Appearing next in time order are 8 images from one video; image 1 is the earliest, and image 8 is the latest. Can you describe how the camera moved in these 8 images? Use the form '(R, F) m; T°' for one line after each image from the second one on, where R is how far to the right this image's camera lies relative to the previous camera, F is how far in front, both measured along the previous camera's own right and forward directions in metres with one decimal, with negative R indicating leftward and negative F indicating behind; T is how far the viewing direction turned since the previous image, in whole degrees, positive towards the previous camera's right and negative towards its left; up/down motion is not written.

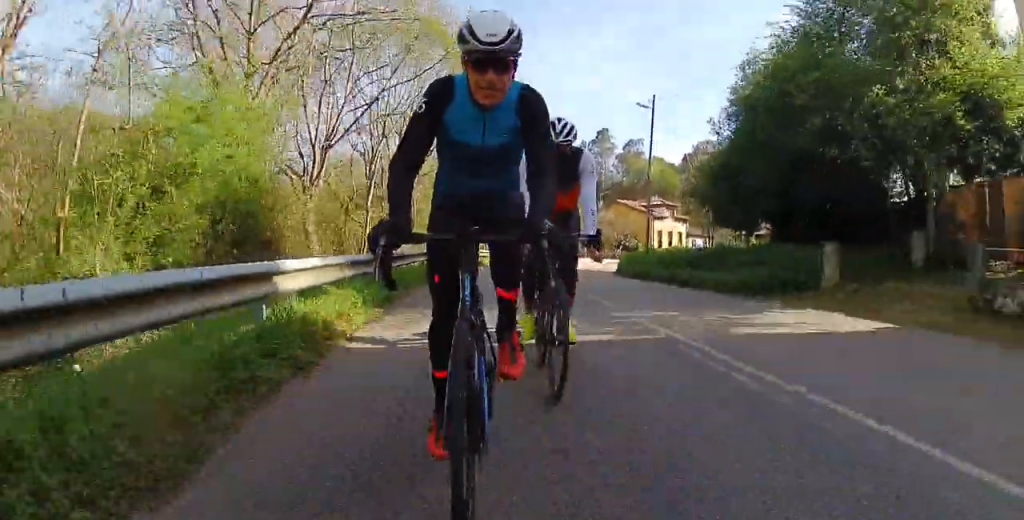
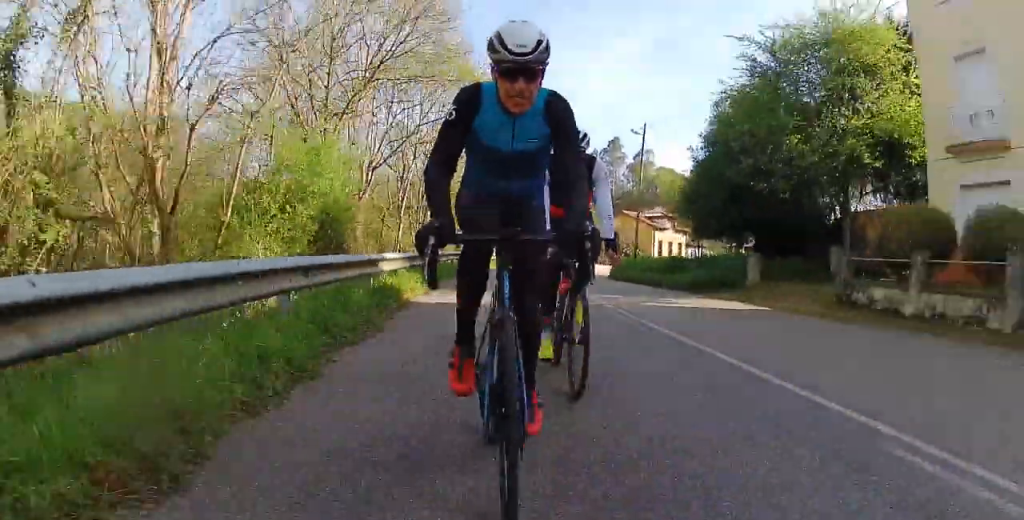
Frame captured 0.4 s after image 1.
(-0.3, +4.5) m; -4°
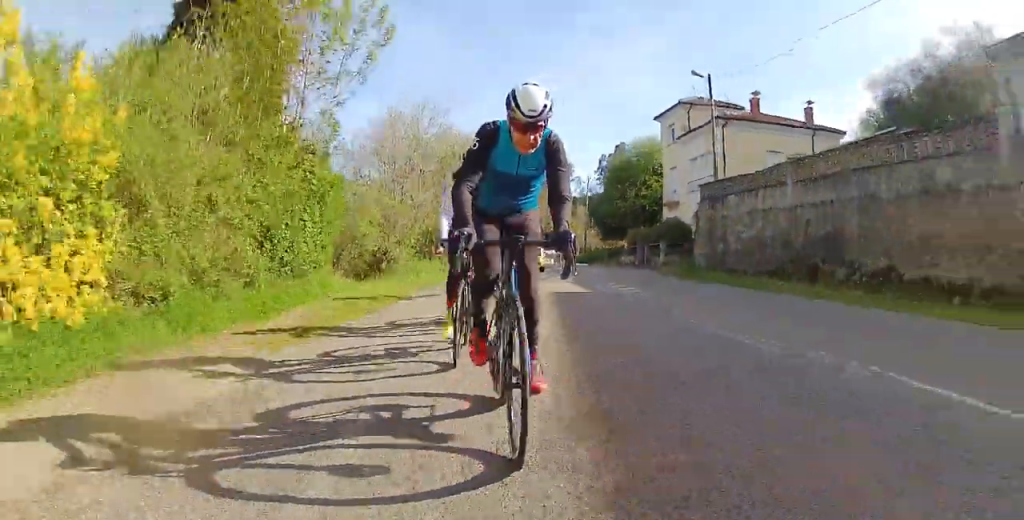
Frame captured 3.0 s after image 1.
(-0.3, +27.2) m; -3°
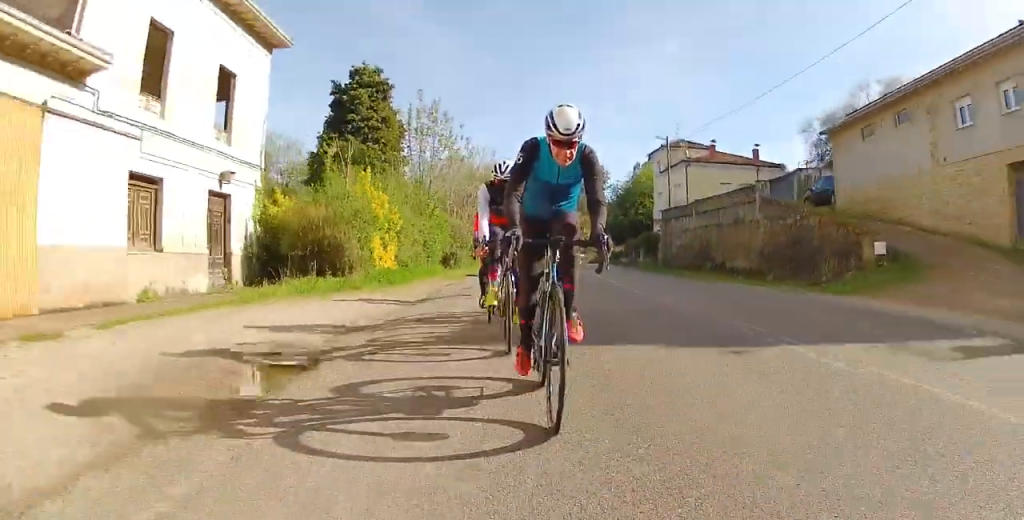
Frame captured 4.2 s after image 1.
(-0.4, +13.5) m; -3°
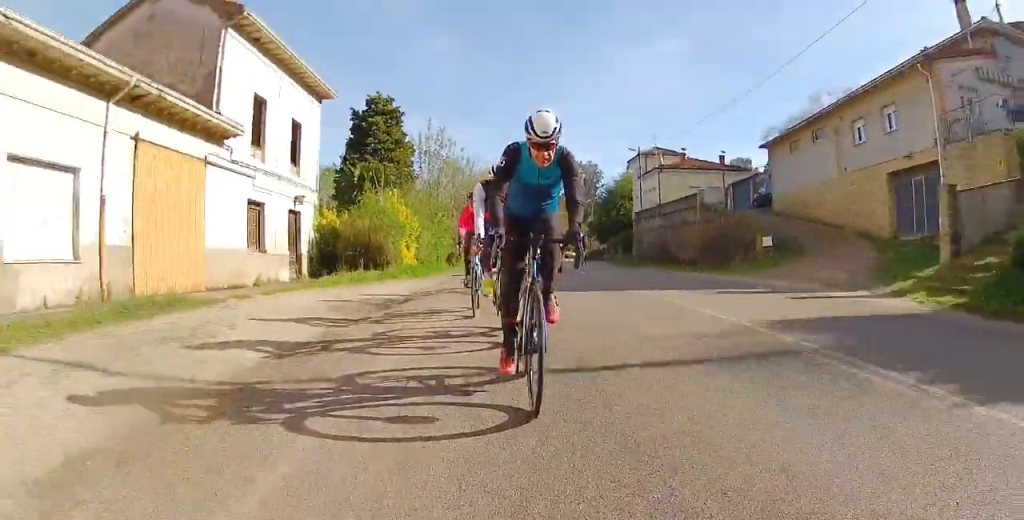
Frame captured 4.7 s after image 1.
(0.0, +6.0) m; -1°
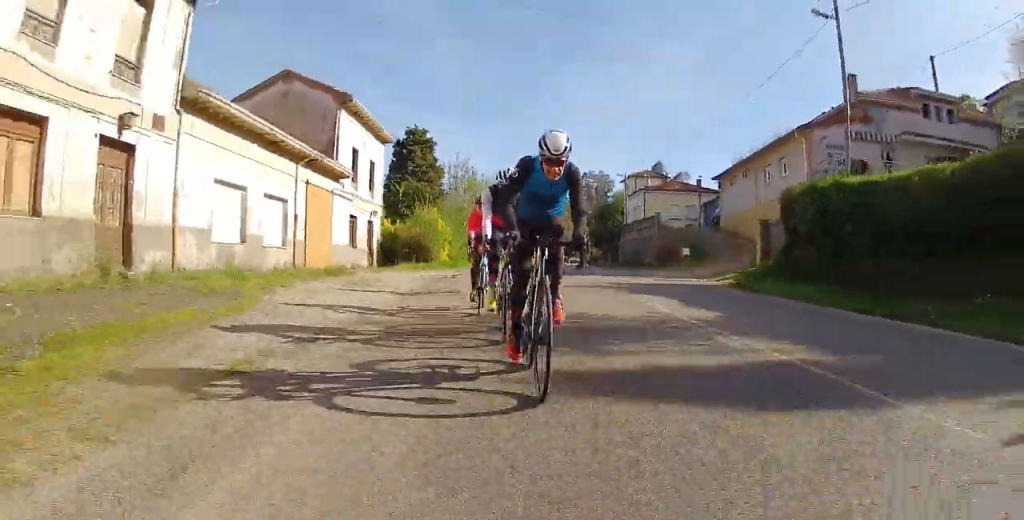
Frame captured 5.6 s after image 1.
(0.0, +9.8) m; 0°
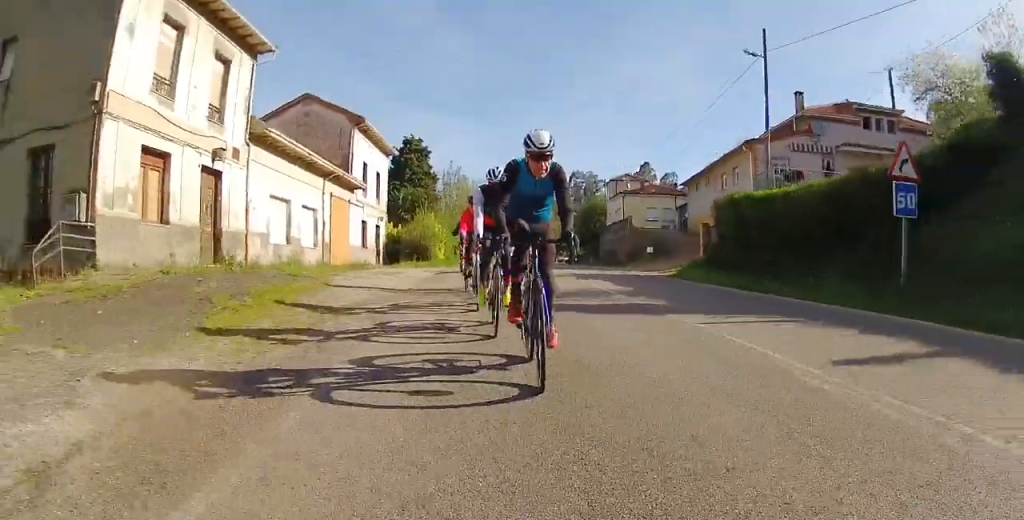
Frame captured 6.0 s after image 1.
(0.0, +4.6) m; 0°
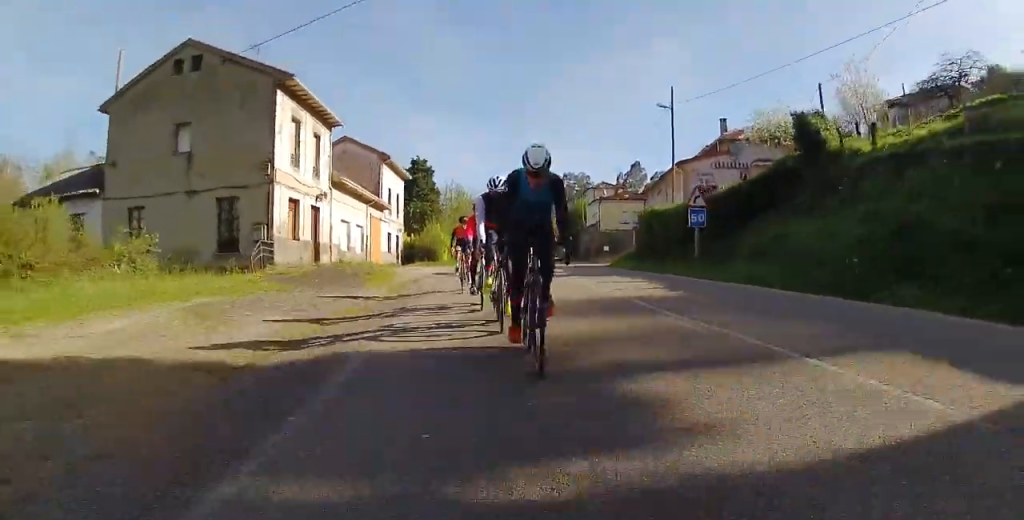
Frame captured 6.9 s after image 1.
(0.0, +10.1) m; 0°
